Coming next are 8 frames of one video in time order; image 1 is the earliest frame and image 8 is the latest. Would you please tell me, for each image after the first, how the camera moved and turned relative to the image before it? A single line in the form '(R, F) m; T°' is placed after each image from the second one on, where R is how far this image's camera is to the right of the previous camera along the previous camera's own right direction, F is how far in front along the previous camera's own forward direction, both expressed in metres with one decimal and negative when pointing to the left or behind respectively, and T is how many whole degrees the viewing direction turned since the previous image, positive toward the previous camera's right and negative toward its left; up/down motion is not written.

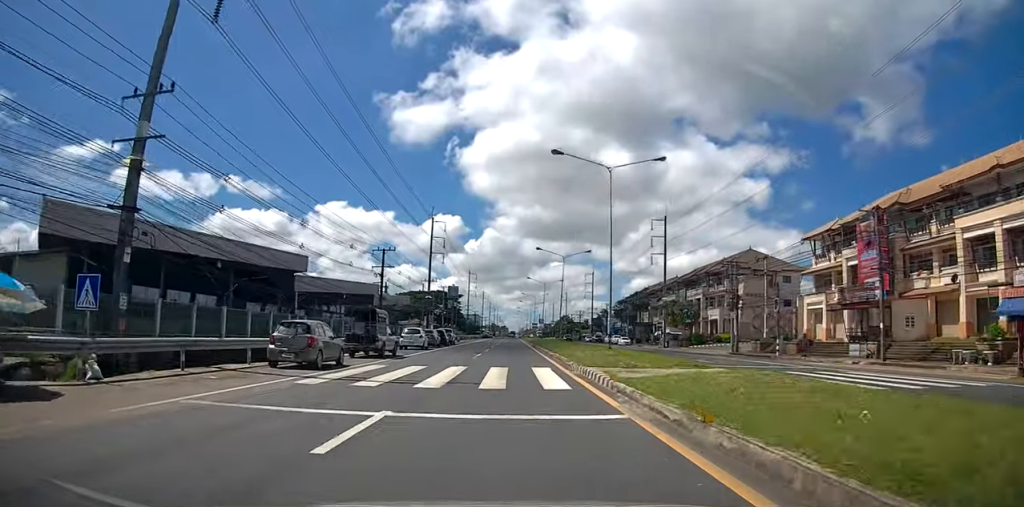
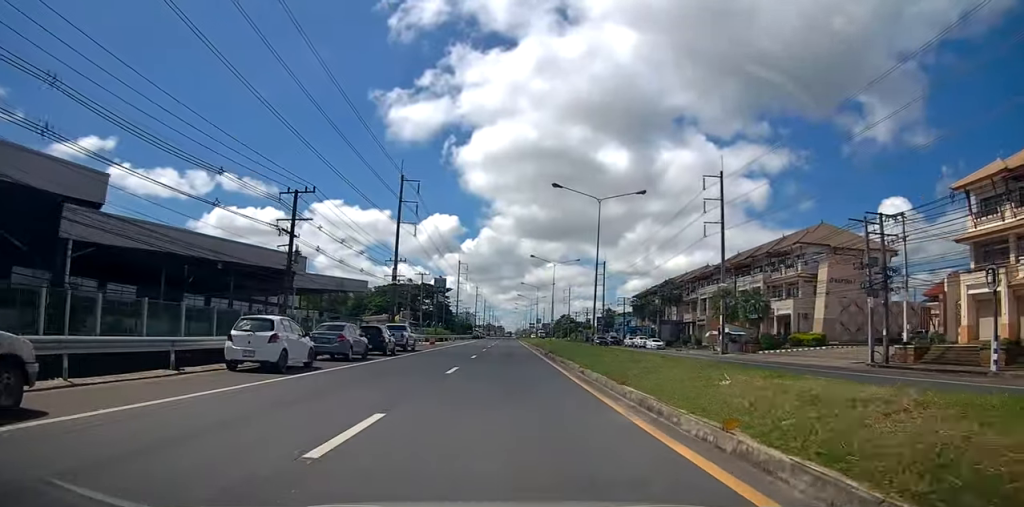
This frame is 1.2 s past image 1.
(-0.1, +26.8) m; 0°
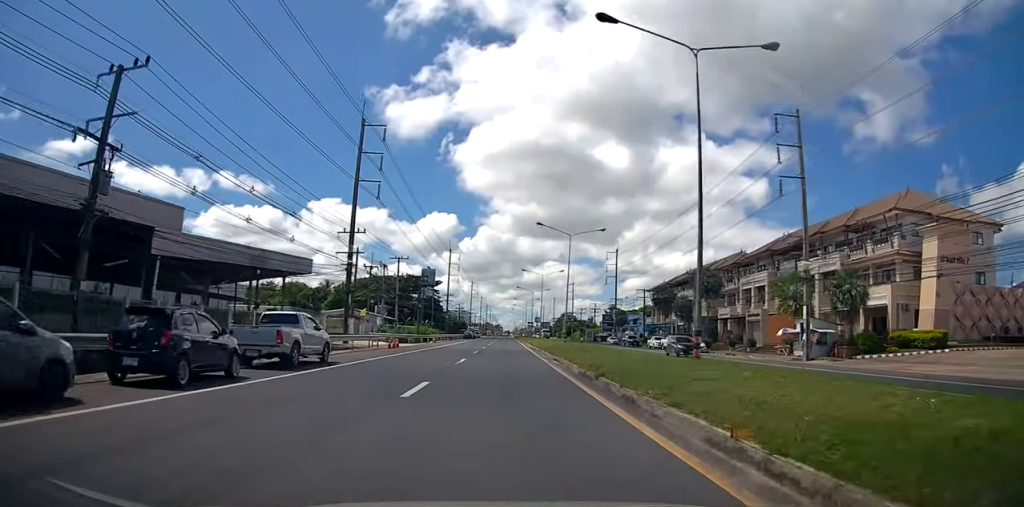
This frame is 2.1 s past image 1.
(-0.1, +19.2) m; 0°
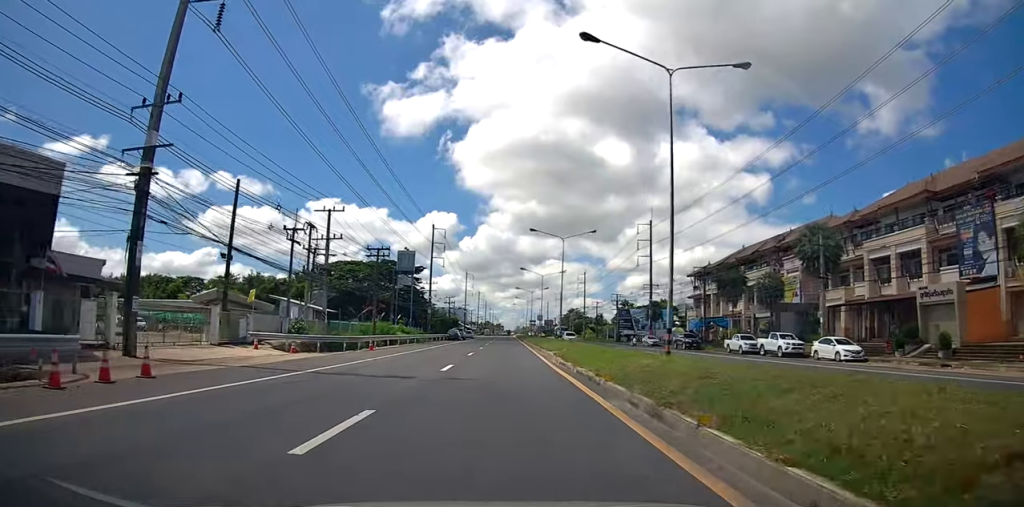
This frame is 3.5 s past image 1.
(+0.2, +29.8) m; 0°
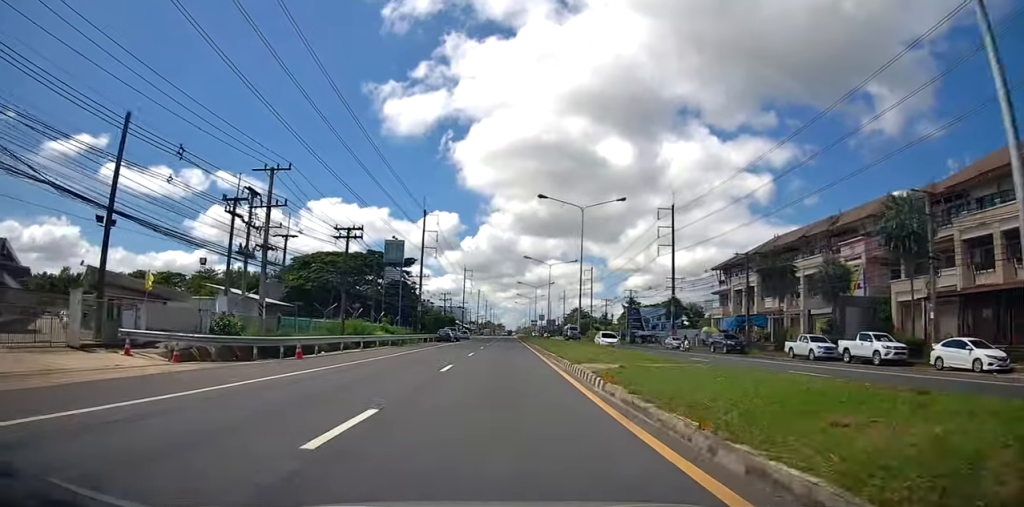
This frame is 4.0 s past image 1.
(-0.1, +12.0) m; 0°
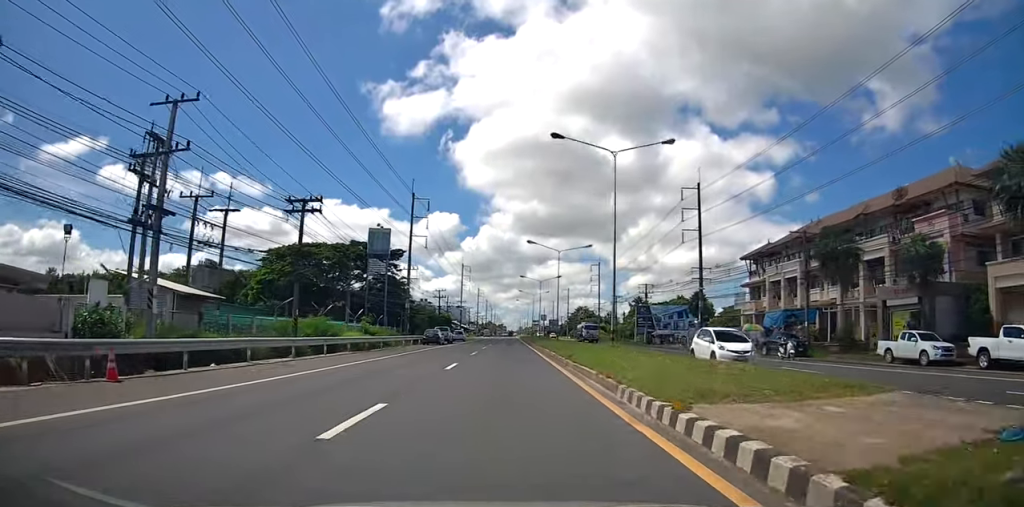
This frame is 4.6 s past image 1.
(0.0, +11.3) m; 0°
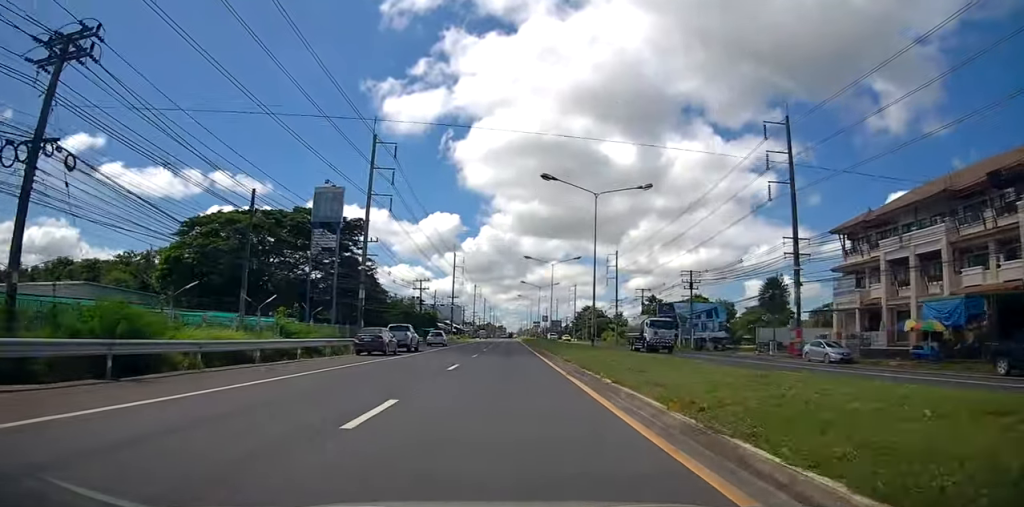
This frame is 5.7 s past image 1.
(0.0, +23.6) m; 0°
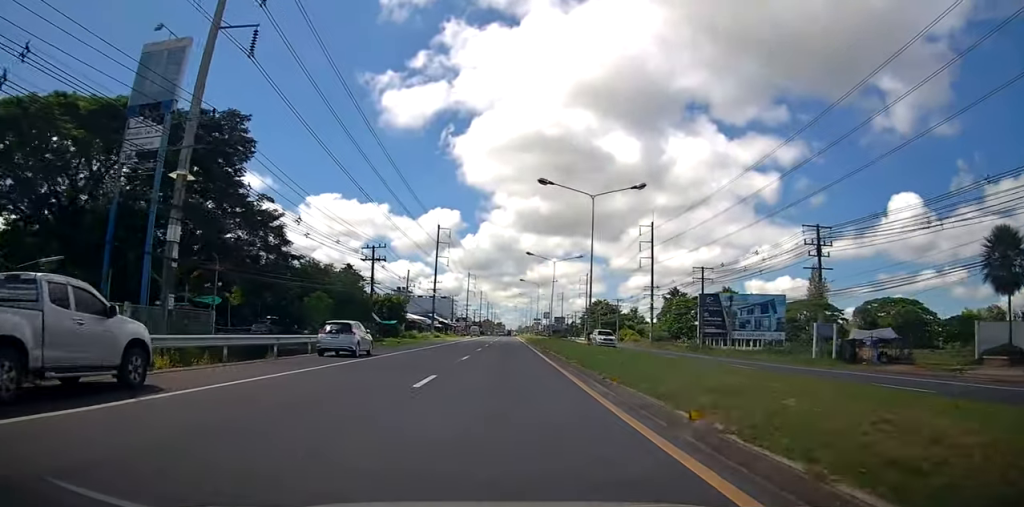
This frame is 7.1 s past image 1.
(0.0, +30.6) m; 0°
